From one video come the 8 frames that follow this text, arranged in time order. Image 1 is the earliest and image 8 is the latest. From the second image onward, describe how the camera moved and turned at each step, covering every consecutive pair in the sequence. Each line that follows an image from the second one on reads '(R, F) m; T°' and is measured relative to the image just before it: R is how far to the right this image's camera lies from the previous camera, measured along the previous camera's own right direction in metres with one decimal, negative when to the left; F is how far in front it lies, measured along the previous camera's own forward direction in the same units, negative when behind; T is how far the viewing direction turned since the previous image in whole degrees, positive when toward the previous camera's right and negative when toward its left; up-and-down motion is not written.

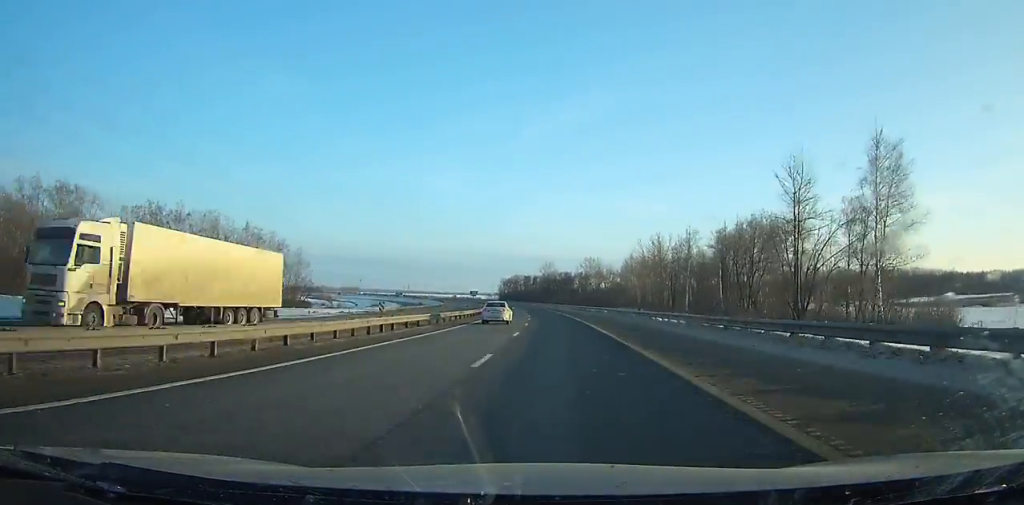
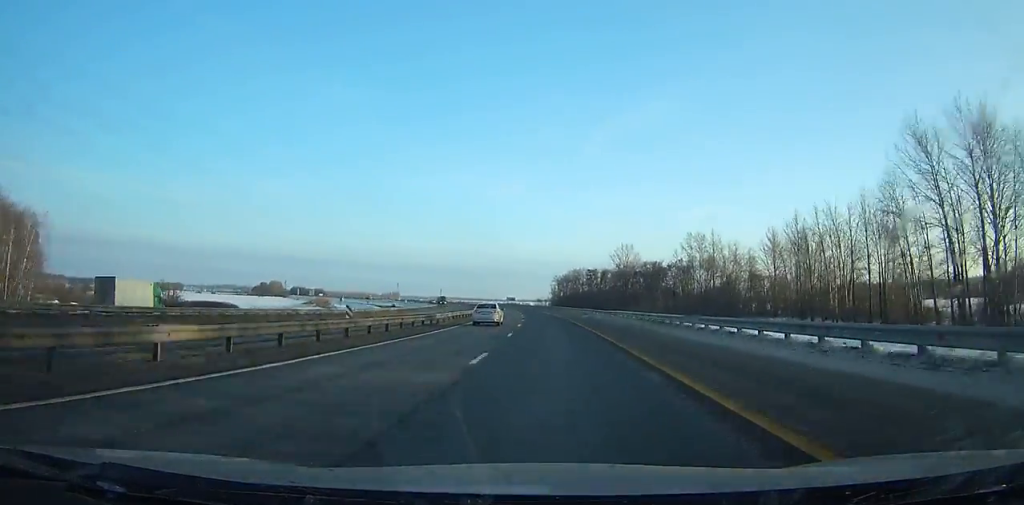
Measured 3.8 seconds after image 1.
(-6.9, +118.7) m; -6°
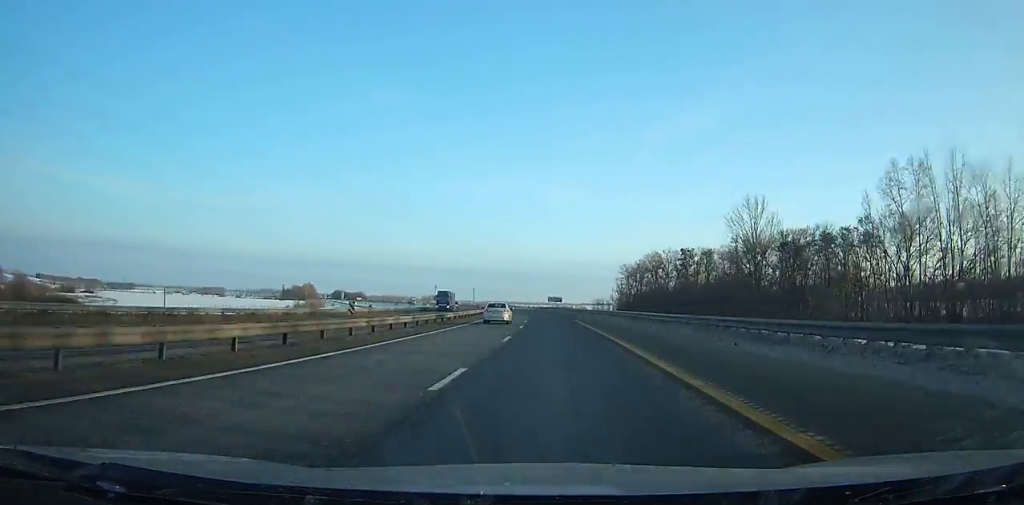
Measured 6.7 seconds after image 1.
(-3.6, +87.6) m; -5°
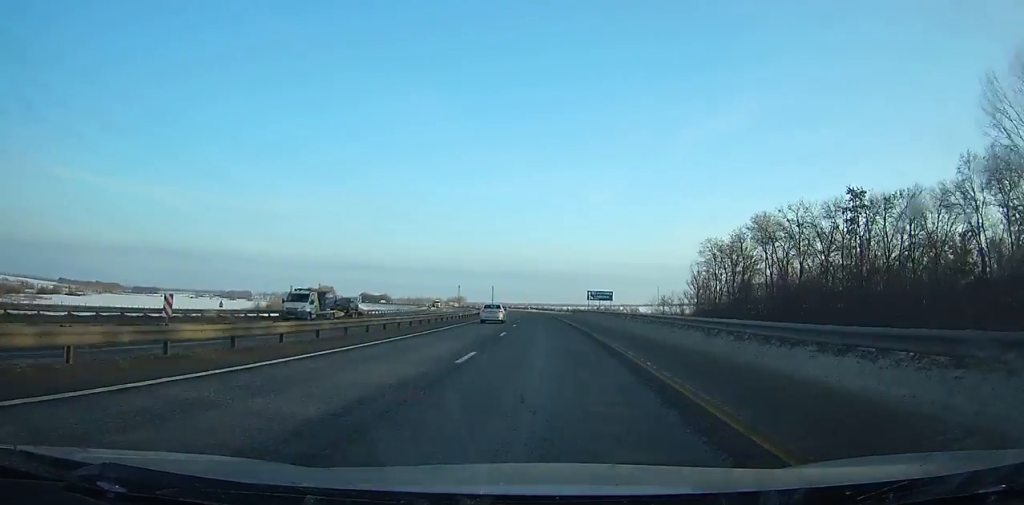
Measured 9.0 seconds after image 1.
(-2.2, +67.9) m; -4°
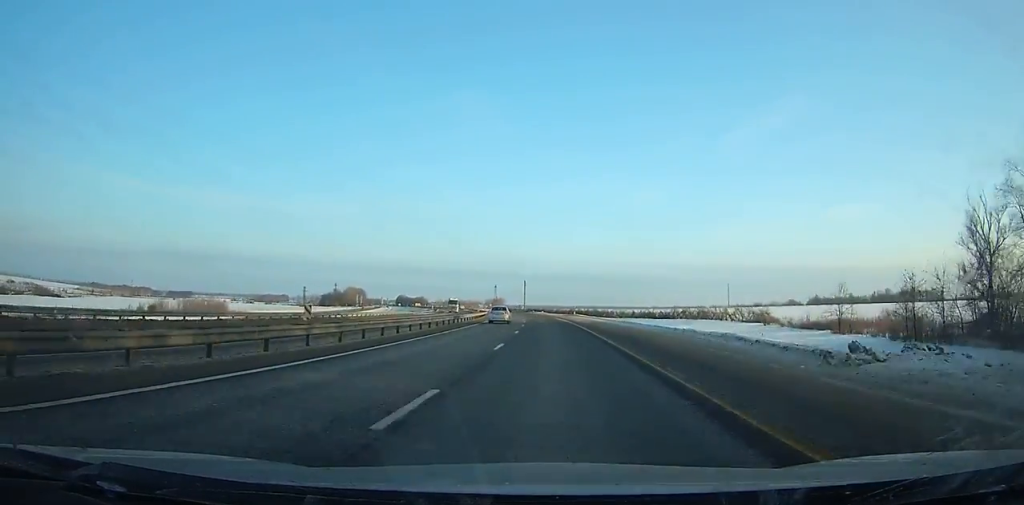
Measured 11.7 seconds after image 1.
(-3.5, +78.4) m; -5°
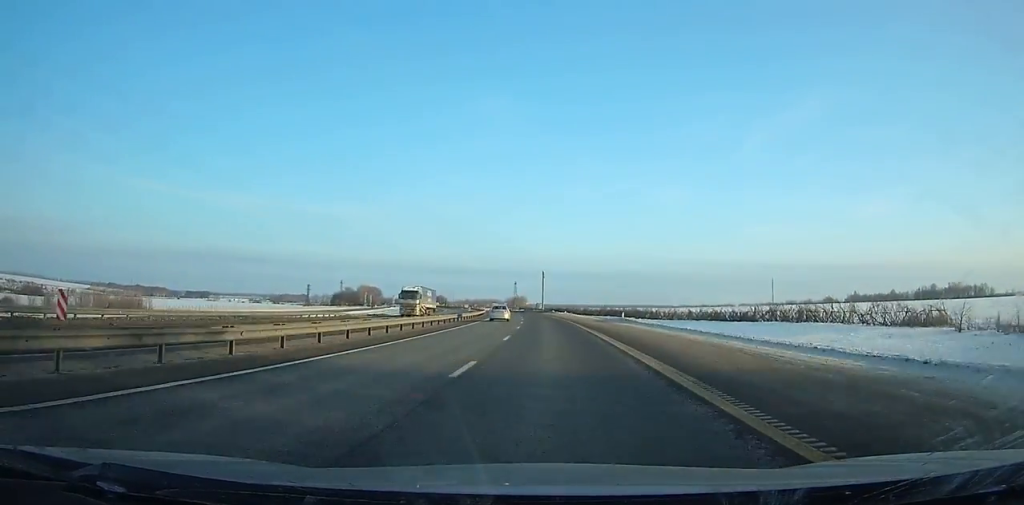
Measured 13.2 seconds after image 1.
(-1.4, +43.2) m; -3°
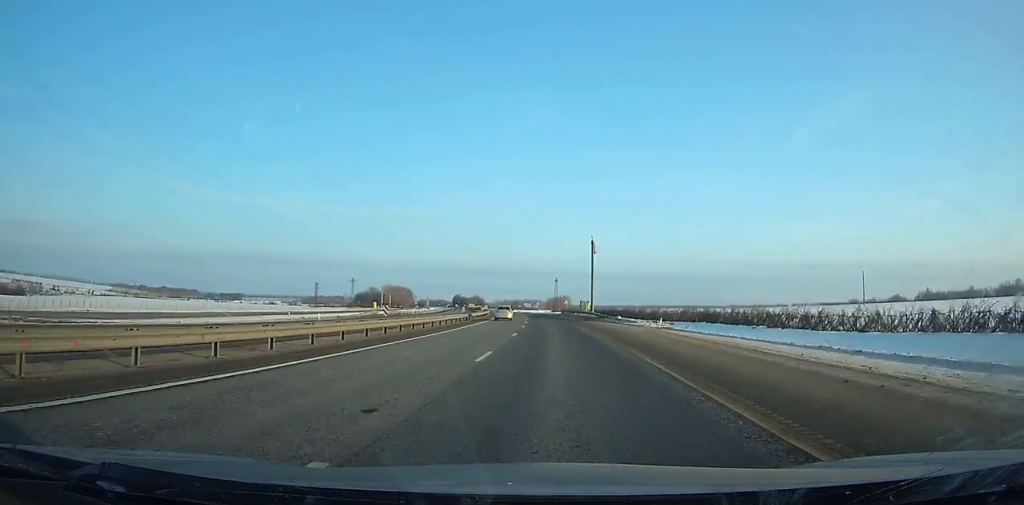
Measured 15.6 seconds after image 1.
(-2.8, +68.9) m; -4°
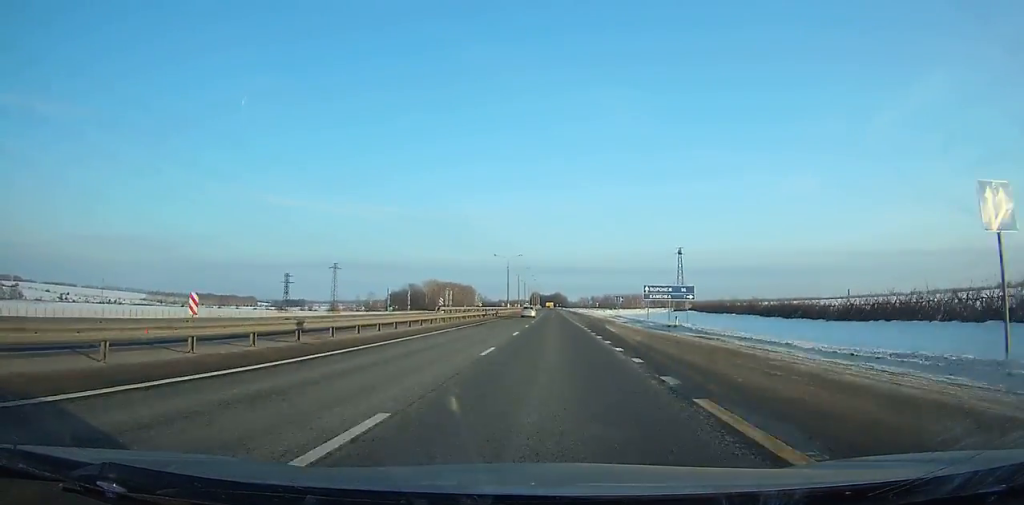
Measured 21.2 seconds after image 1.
(-11.3, +161.8) m; -7°
